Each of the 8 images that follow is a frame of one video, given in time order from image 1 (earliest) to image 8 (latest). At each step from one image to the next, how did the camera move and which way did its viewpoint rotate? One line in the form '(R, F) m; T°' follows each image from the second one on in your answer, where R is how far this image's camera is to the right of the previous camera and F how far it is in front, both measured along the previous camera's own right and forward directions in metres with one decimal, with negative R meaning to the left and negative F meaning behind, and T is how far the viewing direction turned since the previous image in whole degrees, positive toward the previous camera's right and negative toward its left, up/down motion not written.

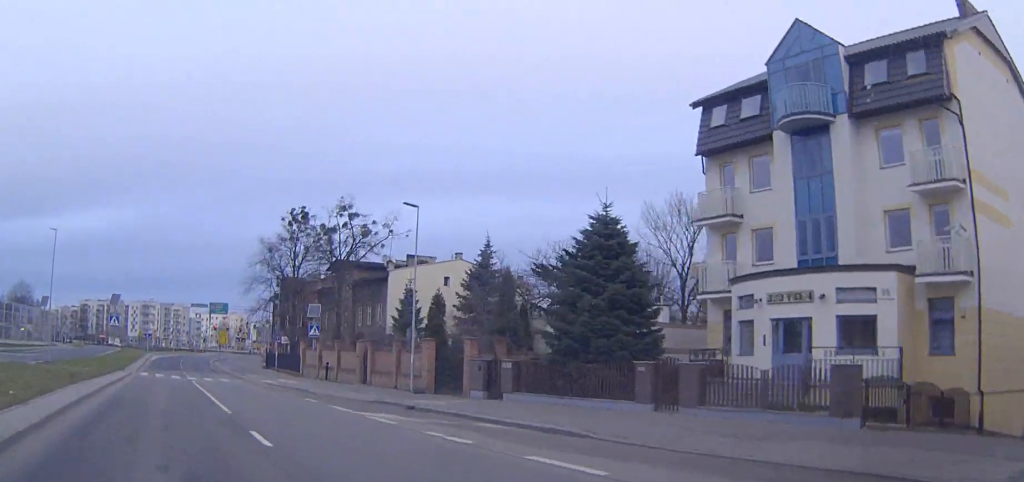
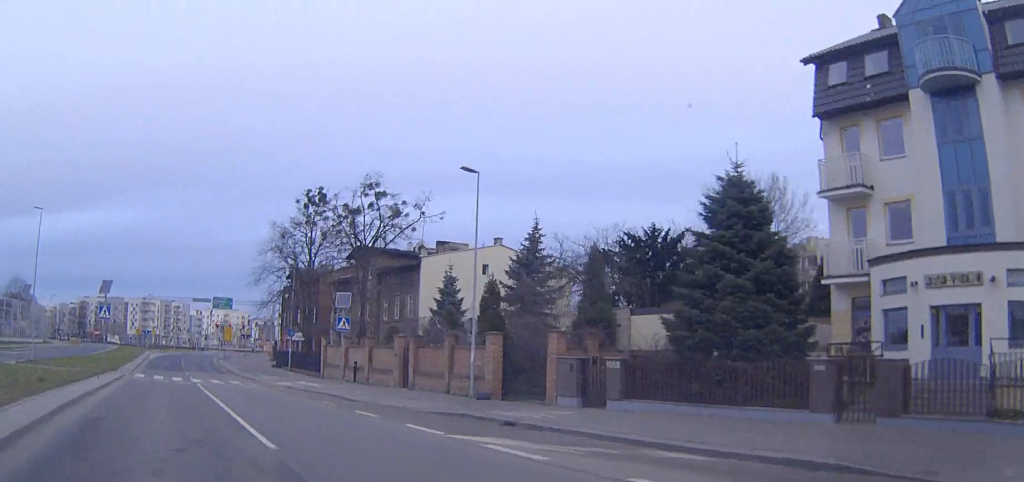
(0.0, +6.6) m; 0°
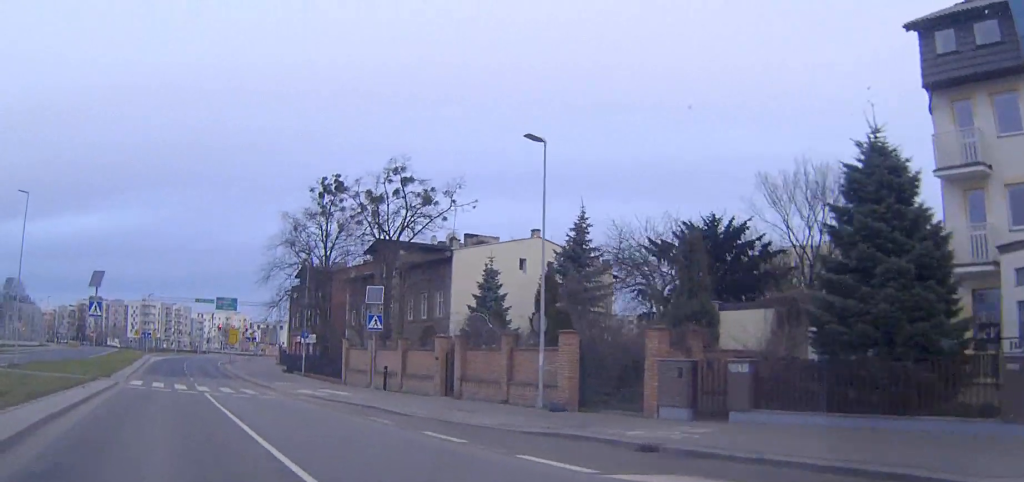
(0.0, +5.0) m; 0°
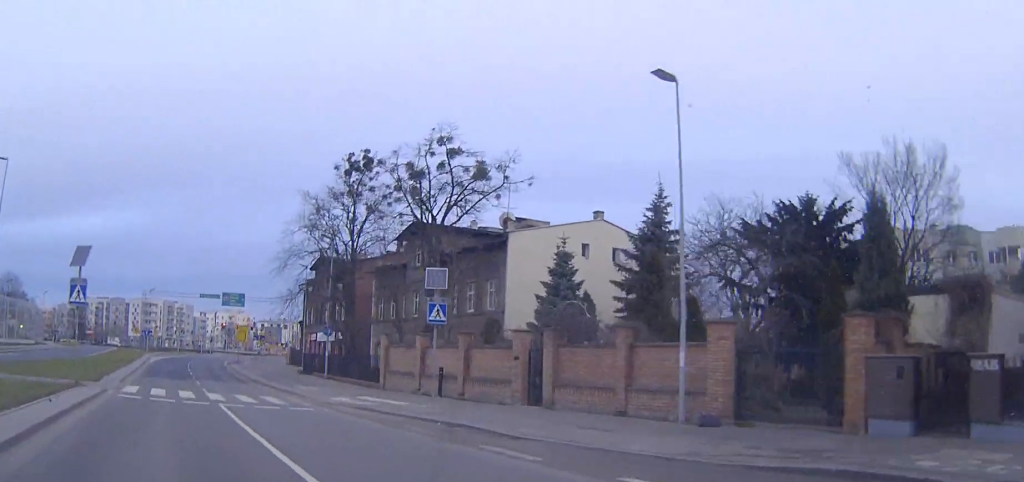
(0.0, +6.6) m; 0°
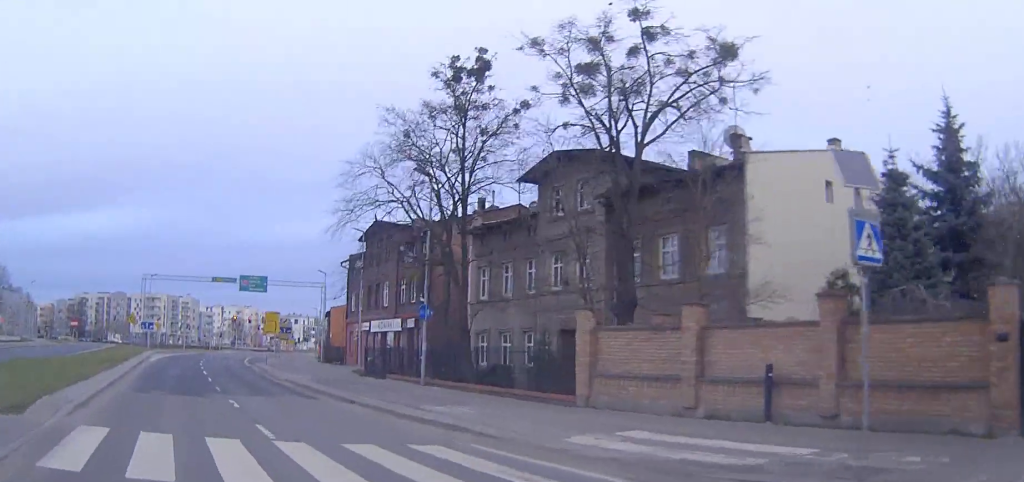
(0.0, +15.9) m; 0°
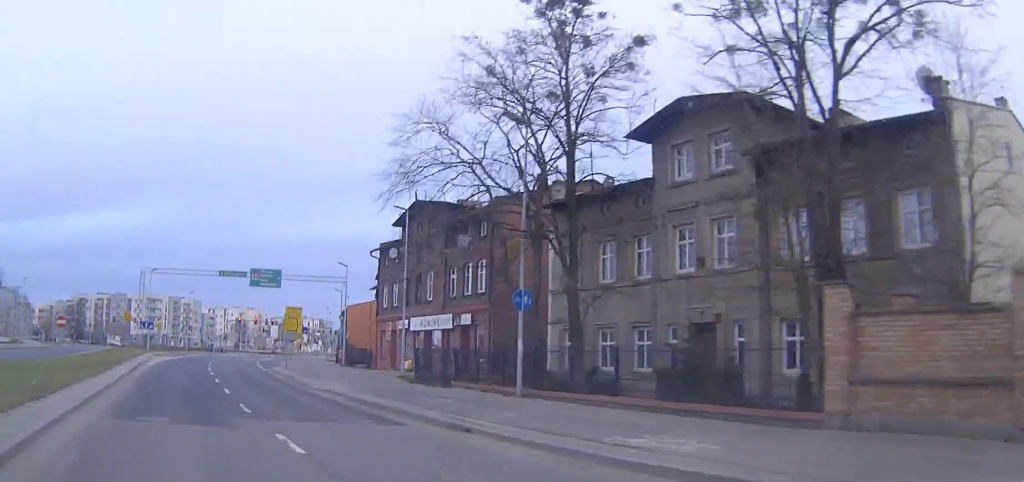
(0.0, +7.8) m; 0°
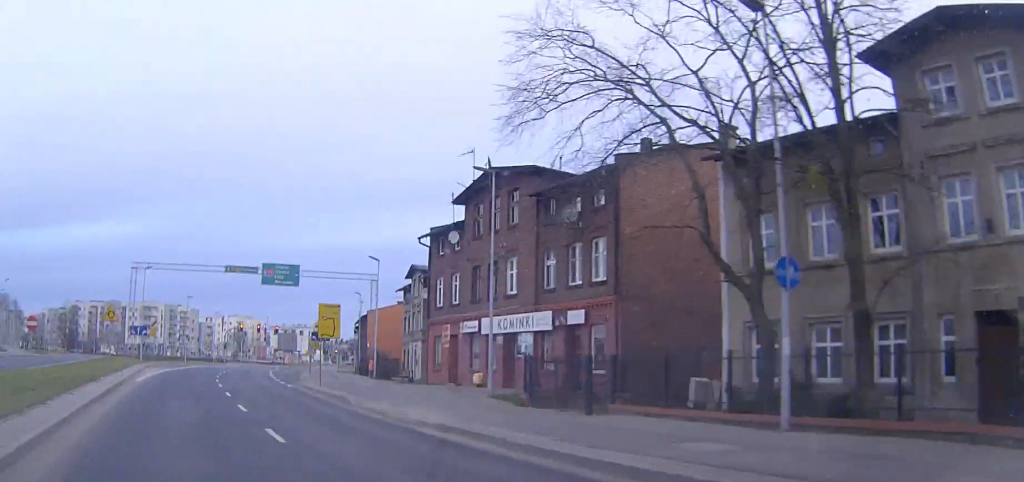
(0.0, +10.3) m; 0°
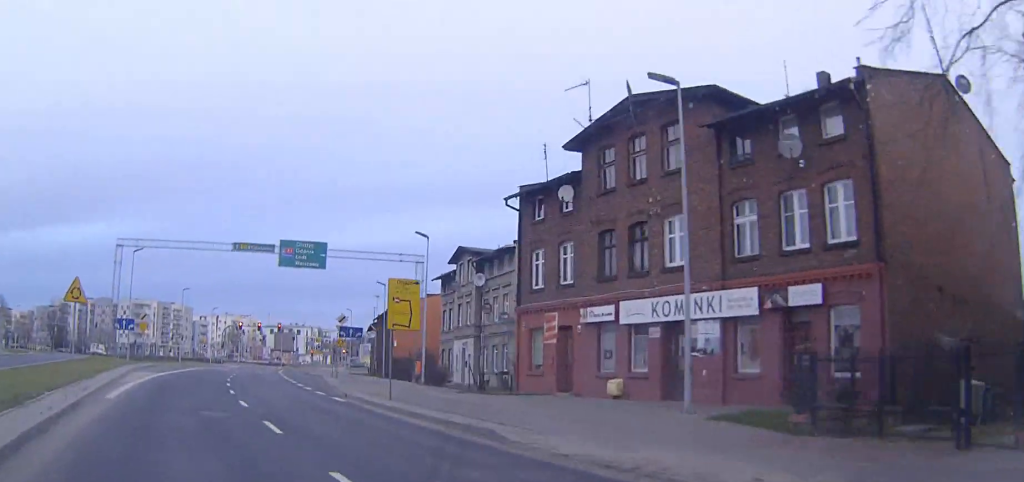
(0.0, +11.2) m; +1°
